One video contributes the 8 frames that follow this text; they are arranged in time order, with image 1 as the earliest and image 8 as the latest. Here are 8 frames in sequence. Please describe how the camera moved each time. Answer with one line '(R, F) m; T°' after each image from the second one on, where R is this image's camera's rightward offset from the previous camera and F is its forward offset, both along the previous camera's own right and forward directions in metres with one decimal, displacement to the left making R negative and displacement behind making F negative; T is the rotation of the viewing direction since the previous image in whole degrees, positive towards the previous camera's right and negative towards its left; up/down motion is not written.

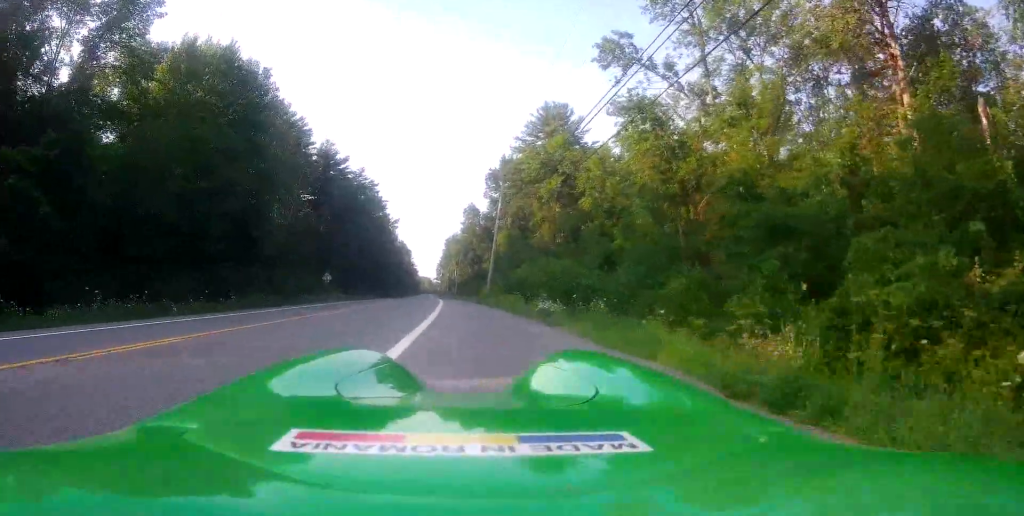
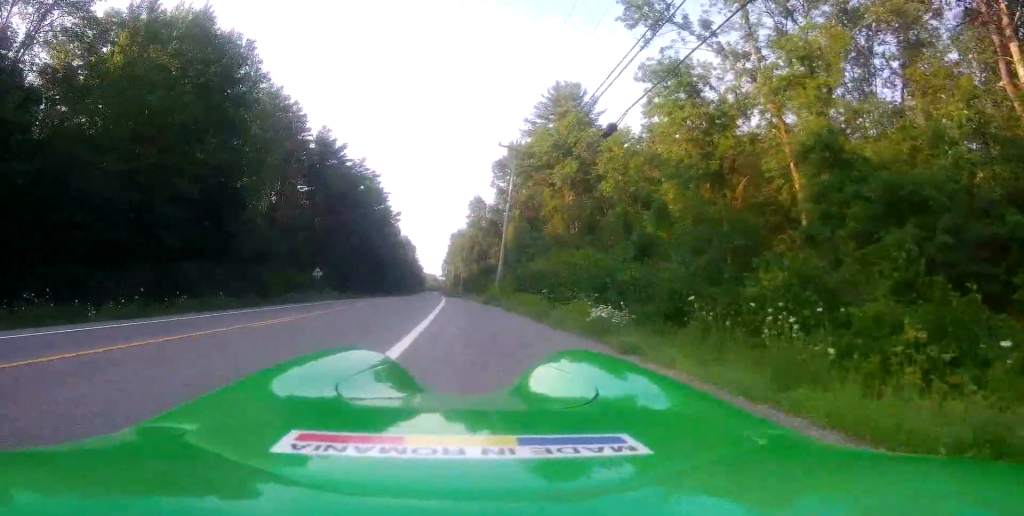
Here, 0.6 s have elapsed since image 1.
(-0.4, +5.7) m; -2°
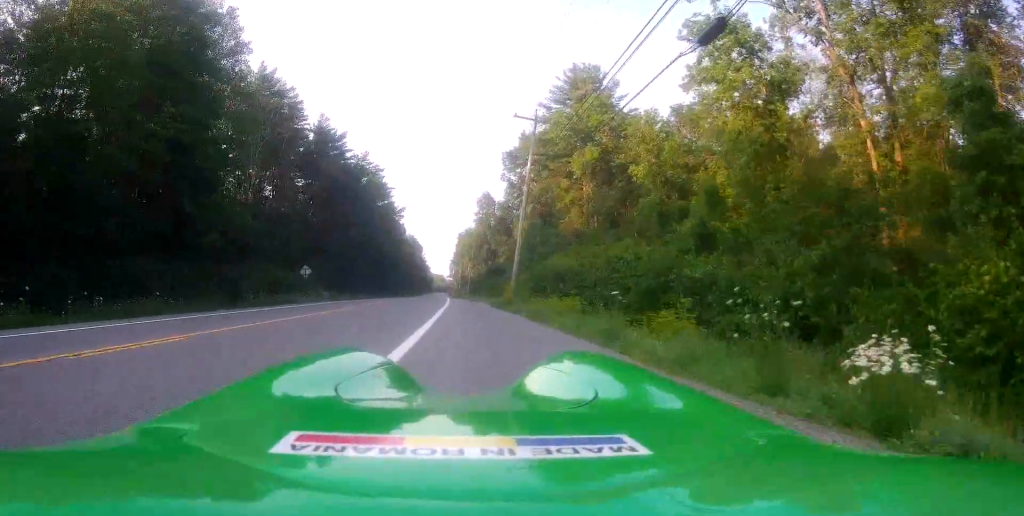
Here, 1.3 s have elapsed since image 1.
(-0.2, +6.5) m; -1°
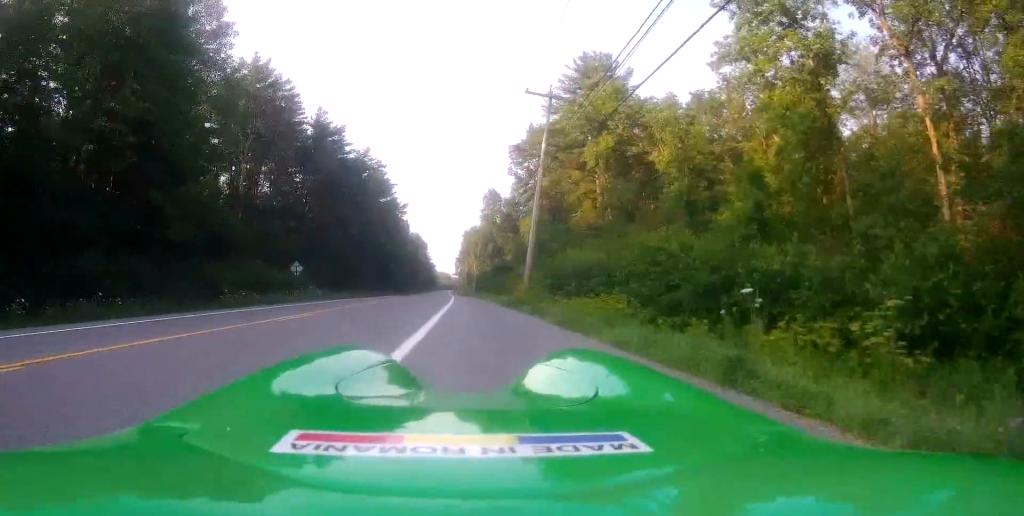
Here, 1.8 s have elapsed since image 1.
(+0.1, +3.9) m; 0°
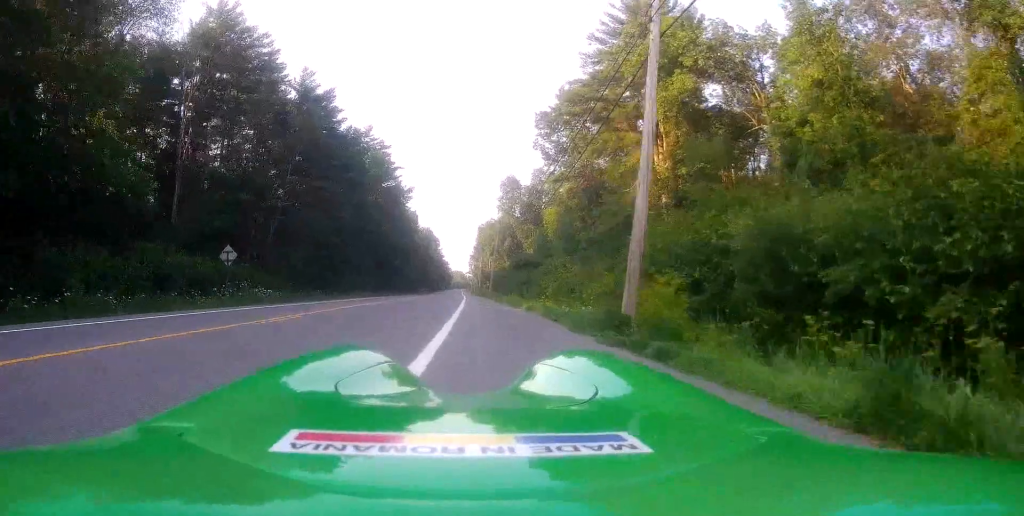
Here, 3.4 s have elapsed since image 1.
(+0.2, +15.4) m; +1°
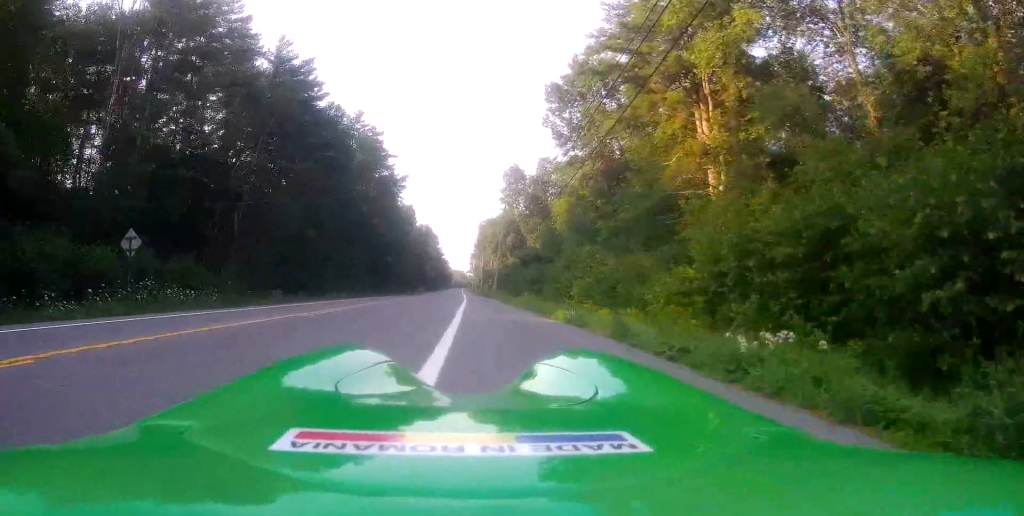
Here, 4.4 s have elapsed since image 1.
(-0.1, +9.5) m; -3°
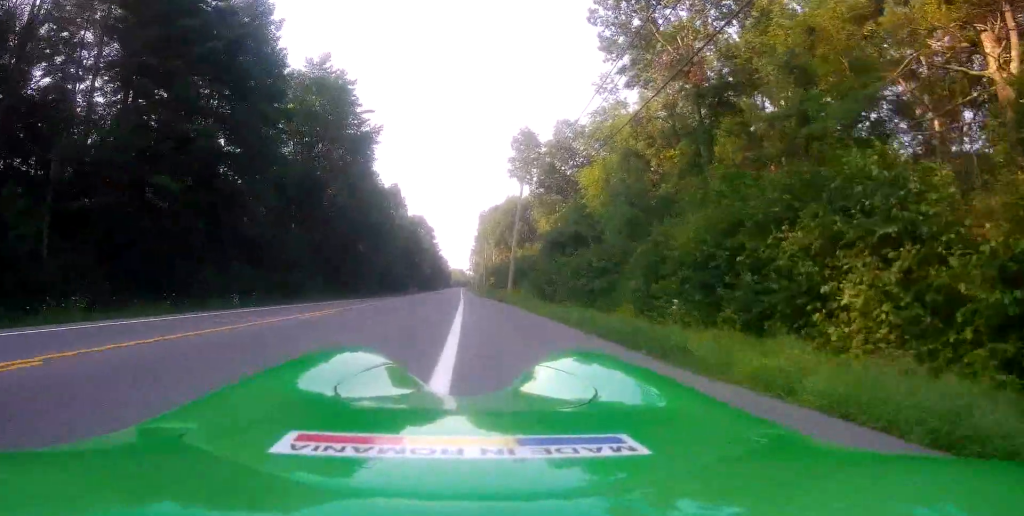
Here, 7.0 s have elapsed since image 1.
(-1.0, +24.1) m; -4°
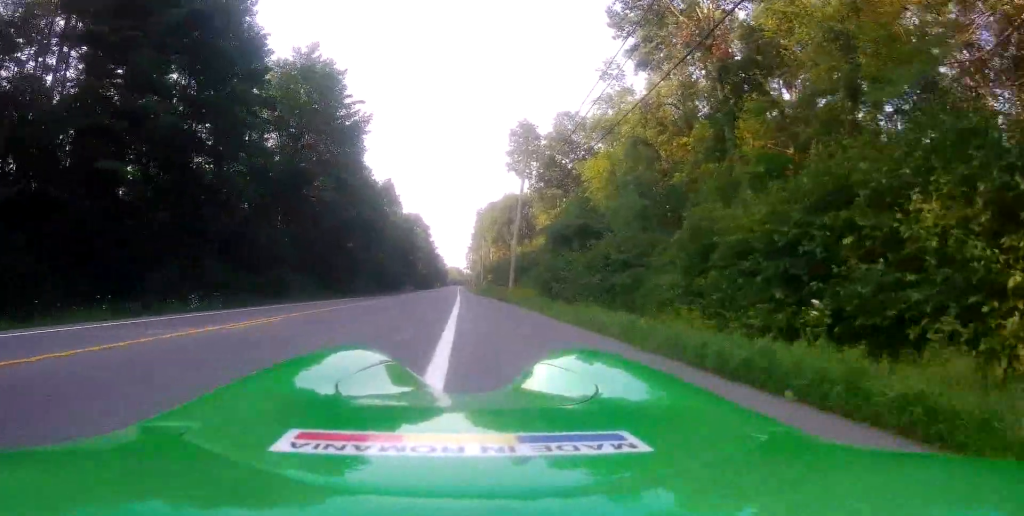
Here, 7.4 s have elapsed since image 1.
(0.0, +3.9) m; 0°
